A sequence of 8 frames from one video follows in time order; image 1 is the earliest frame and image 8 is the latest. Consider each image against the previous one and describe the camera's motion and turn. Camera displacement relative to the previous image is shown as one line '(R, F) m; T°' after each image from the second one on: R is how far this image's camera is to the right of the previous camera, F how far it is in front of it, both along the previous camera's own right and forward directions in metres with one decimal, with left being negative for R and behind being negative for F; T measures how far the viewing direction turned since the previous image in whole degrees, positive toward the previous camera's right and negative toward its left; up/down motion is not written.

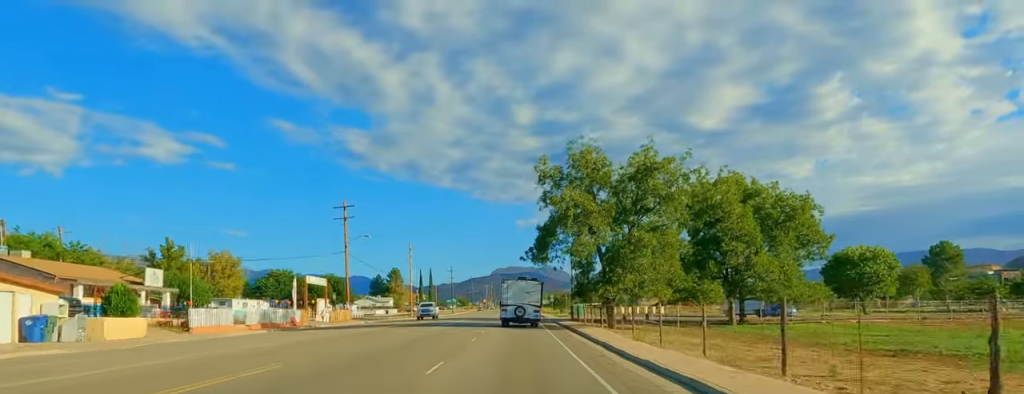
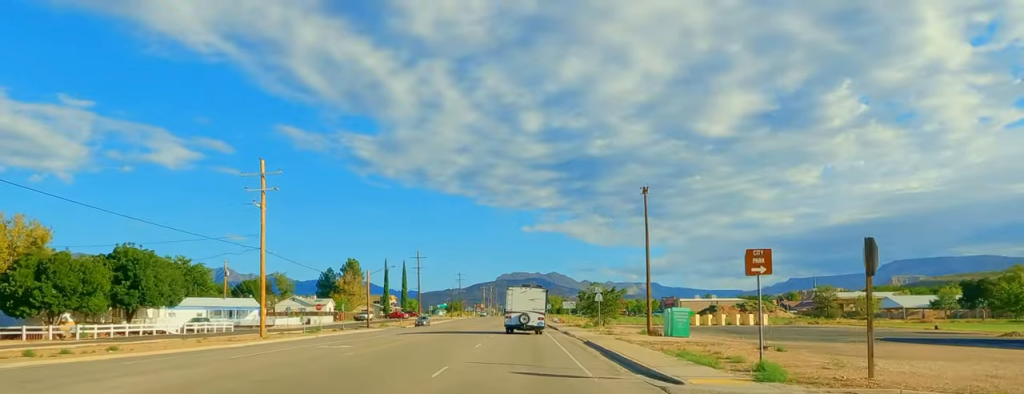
(0.0, +74.3) m; -1°
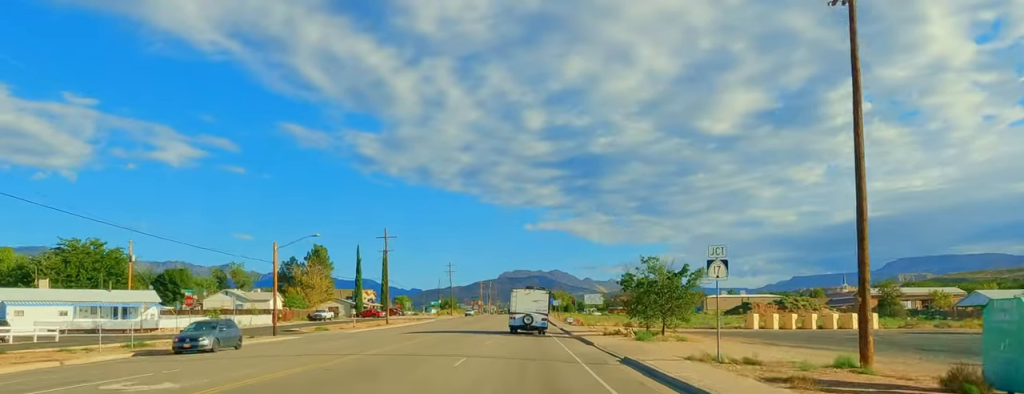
(-0.4, +33.2) m; -1°
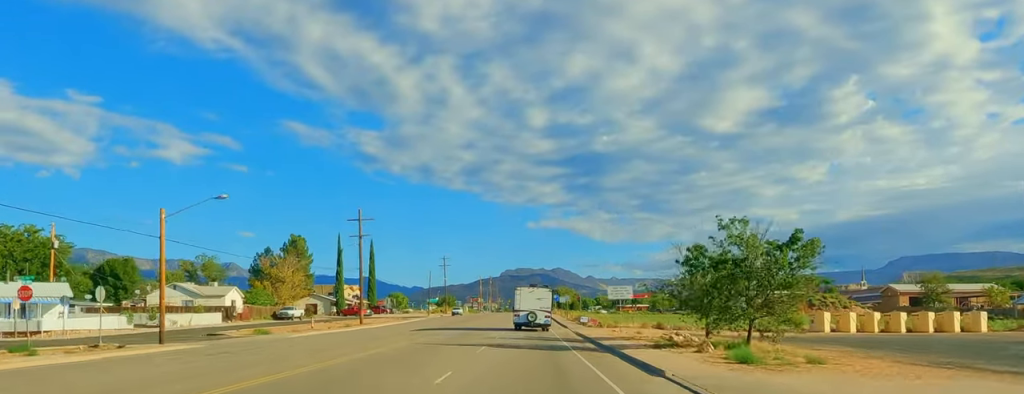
(-0.6, +17.4) m; 0°
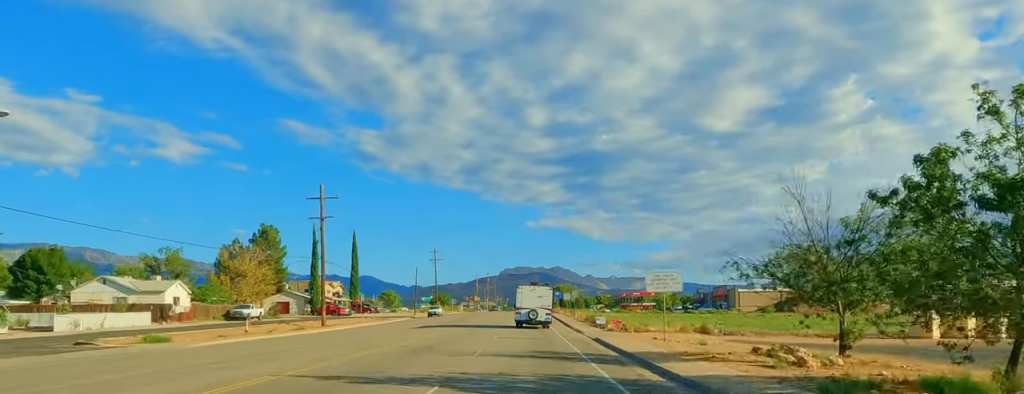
(+0.2, +15.8) m; +1°
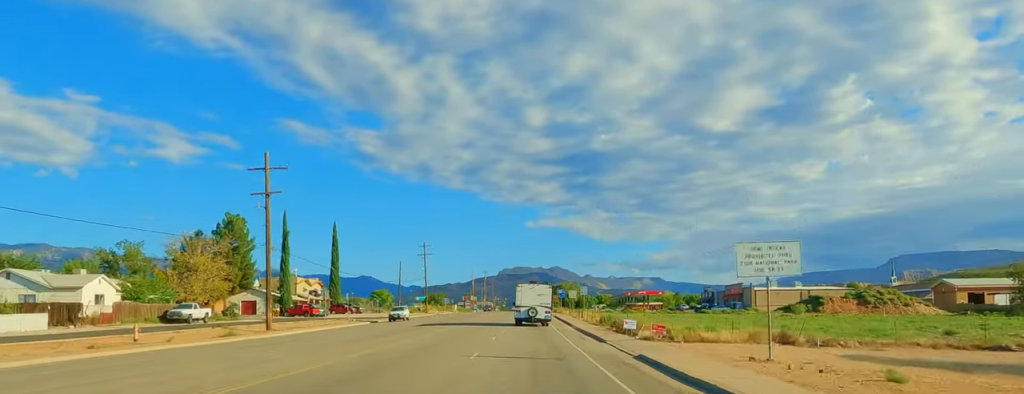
(+0.3, +14.6) m; +1°
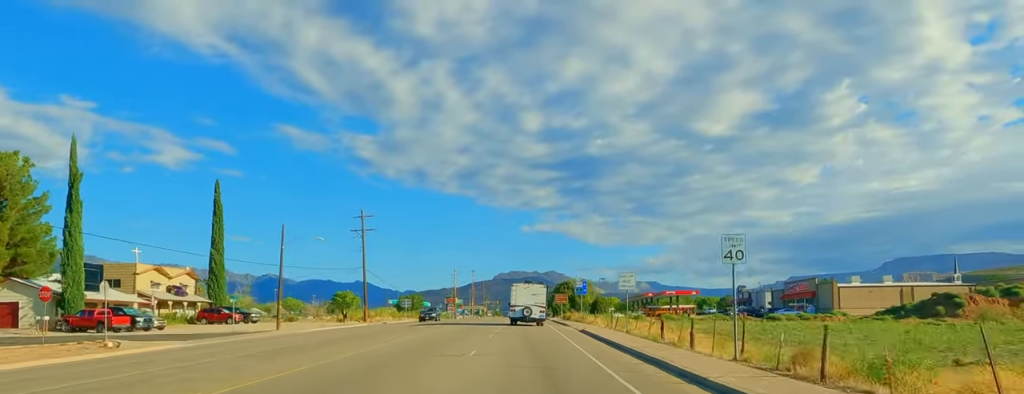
(+0.4, +49.4) m; 0°
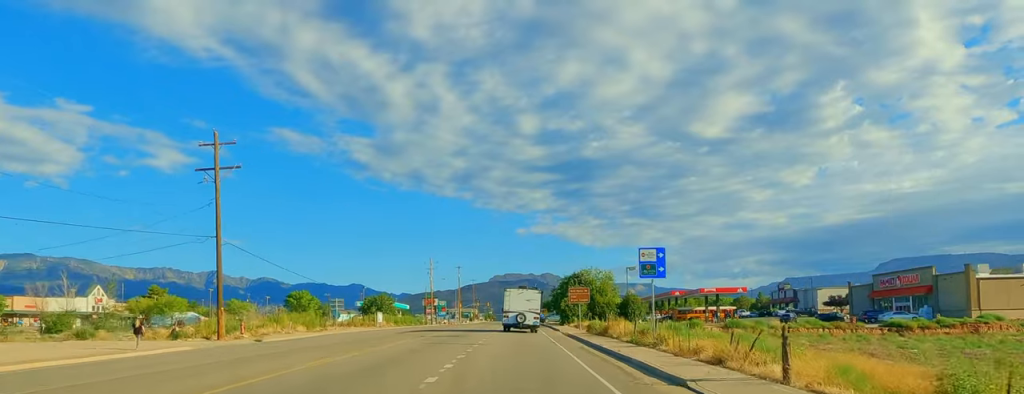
(0.0, +39.8) m; 0°
